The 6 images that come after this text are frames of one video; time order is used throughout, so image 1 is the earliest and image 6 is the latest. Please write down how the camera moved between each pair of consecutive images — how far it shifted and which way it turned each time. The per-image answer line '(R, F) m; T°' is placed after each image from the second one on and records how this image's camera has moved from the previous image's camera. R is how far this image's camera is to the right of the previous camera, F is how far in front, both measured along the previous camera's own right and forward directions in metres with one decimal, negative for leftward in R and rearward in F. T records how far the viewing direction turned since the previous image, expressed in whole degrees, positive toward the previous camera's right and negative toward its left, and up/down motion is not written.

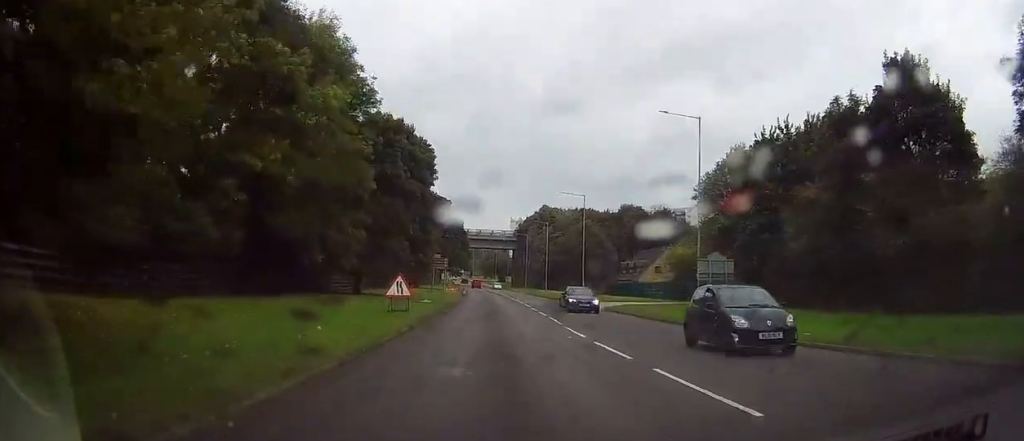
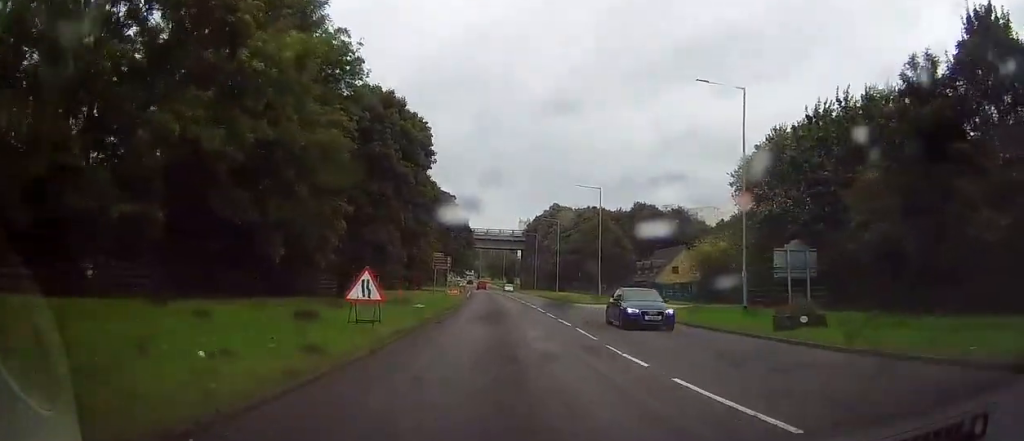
(+0.1, +6.9) m; -1°
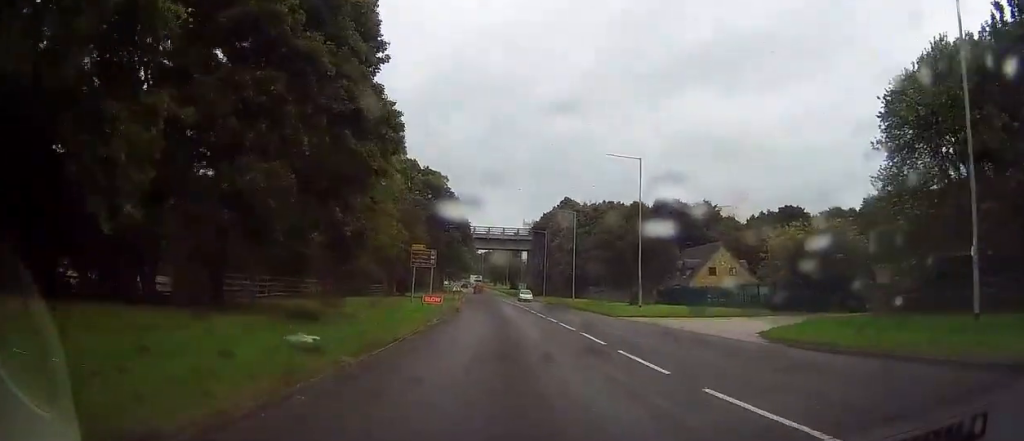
(-0.5, +19.3) m; 0°
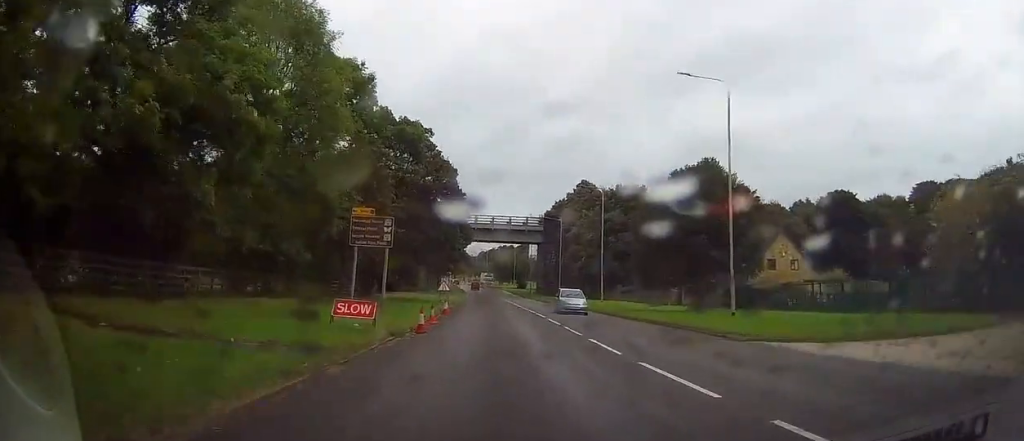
(+0.1, +20.9) m; -2°
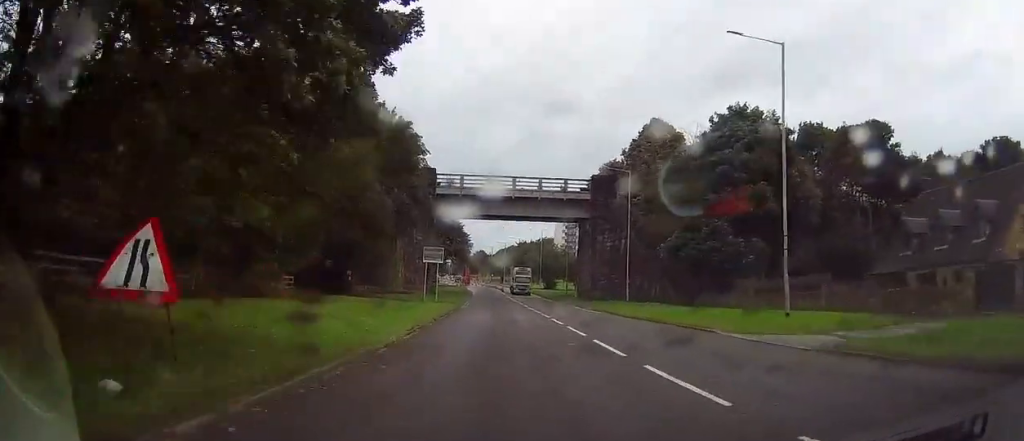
(-0.2, +42.8) m; 0°
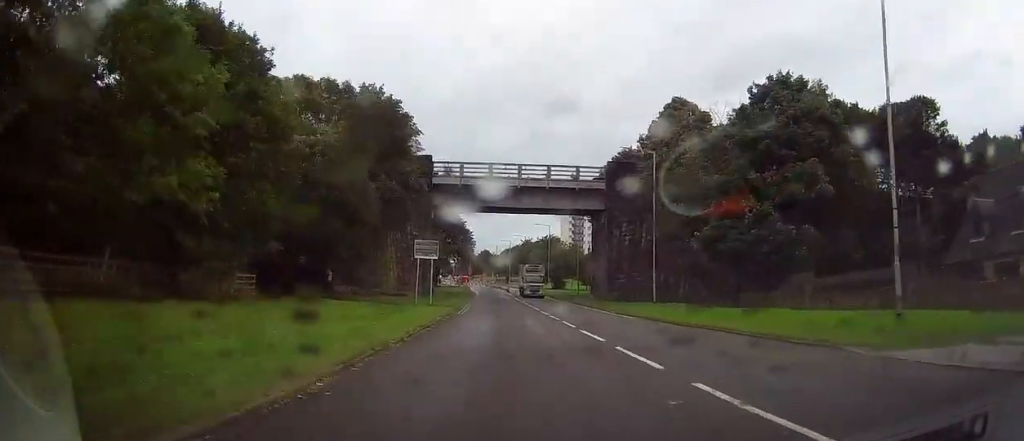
(+0.2, +8.5) m; -1°
